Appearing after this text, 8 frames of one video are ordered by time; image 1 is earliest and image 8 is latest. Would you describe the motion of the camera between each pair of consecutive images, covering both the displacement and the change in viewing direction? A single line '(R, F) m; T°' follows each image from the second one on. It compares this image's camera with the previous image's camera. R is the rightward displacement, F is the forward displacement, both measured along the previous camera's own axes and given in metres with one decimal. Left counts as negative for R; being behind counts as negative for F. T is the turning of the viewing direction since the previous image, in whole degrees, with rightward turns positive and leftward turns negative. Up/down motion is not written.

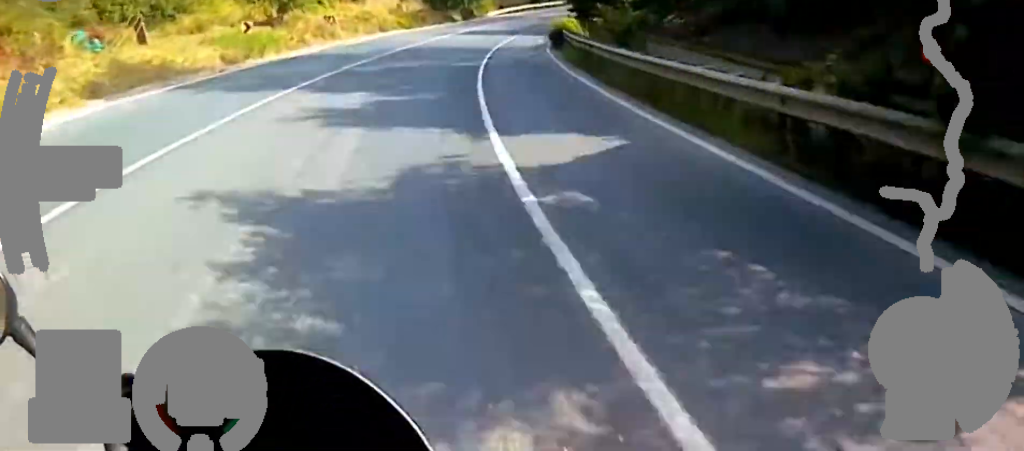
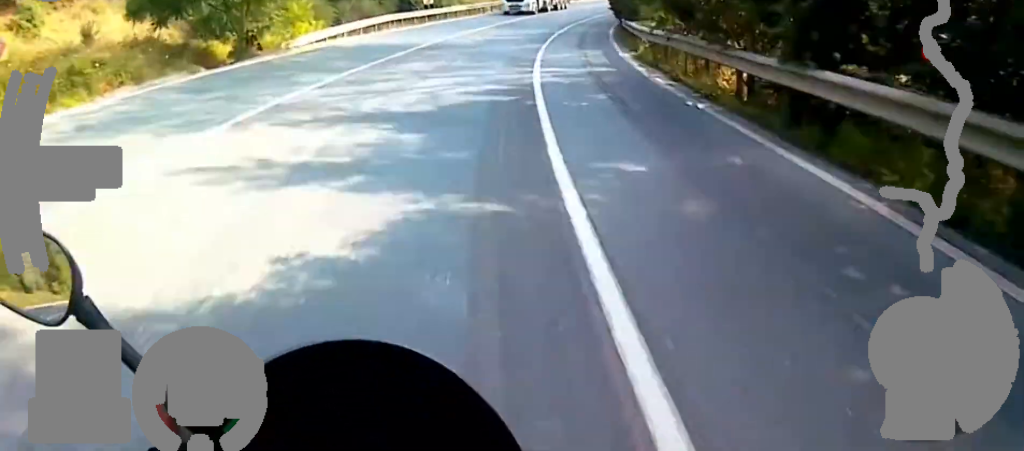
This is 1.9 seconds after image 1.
(+11.3, +46.2) m; +28°
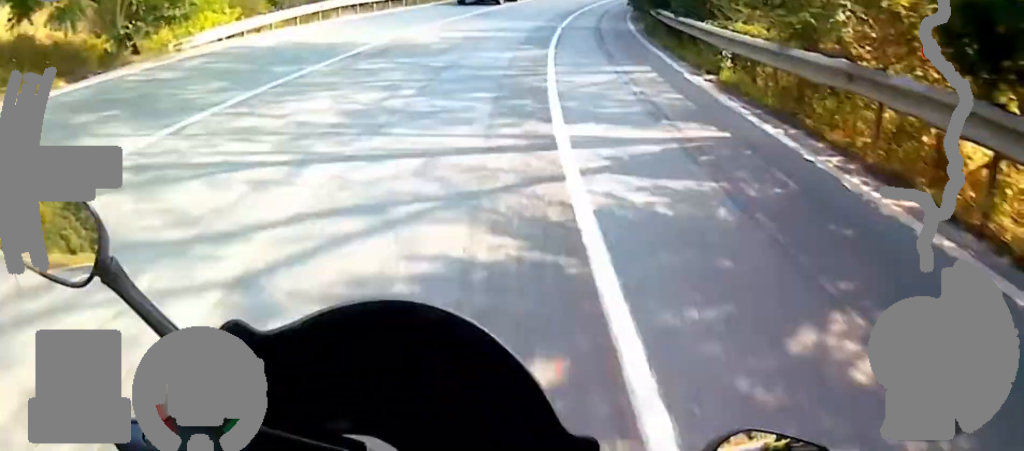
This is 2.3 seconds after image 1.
(0.0, +9.9) m; +5°
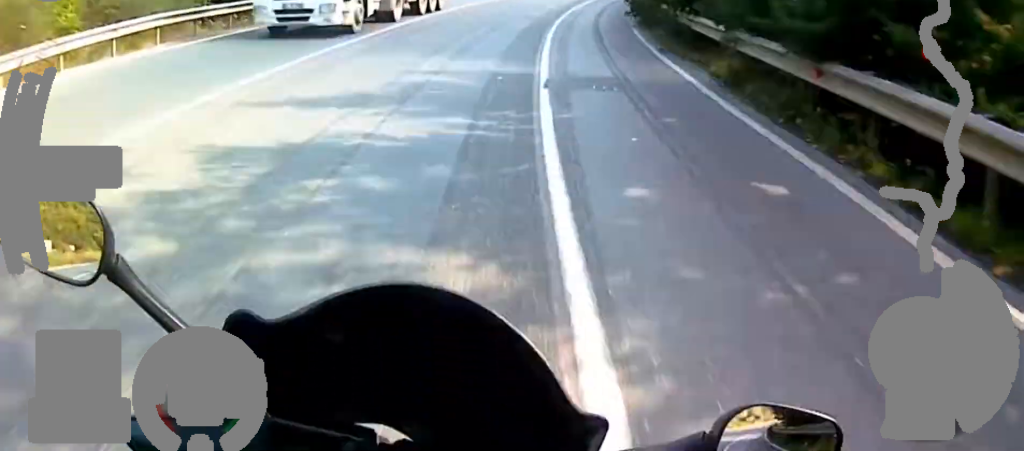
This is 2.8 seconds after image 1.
(+1.0, +12.2) m; +6°
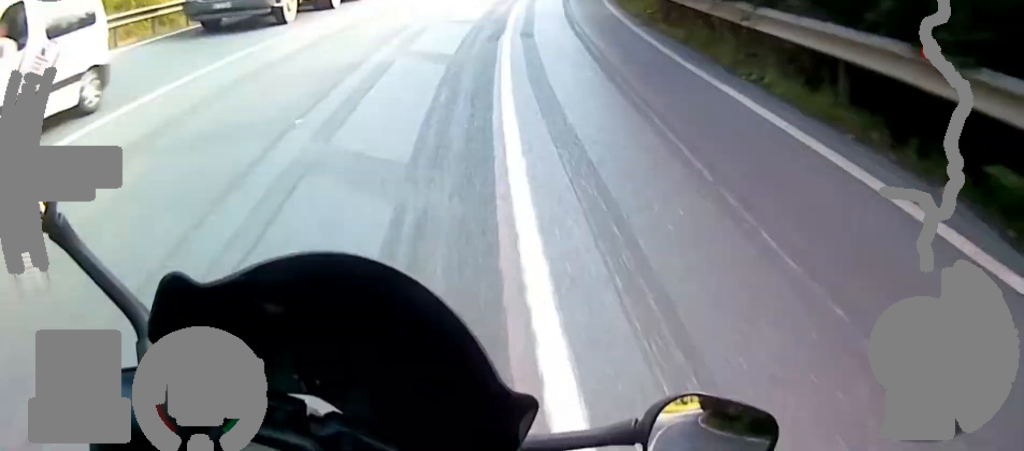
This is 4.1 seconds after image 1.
(+3.8, +30.6) m; +13°
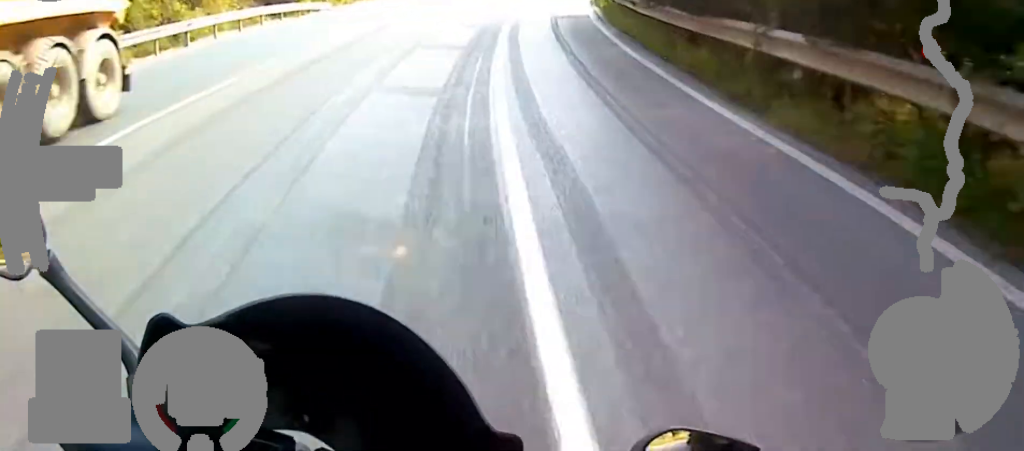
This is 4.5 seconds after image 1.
(-0.6, +11.0) m; +5°
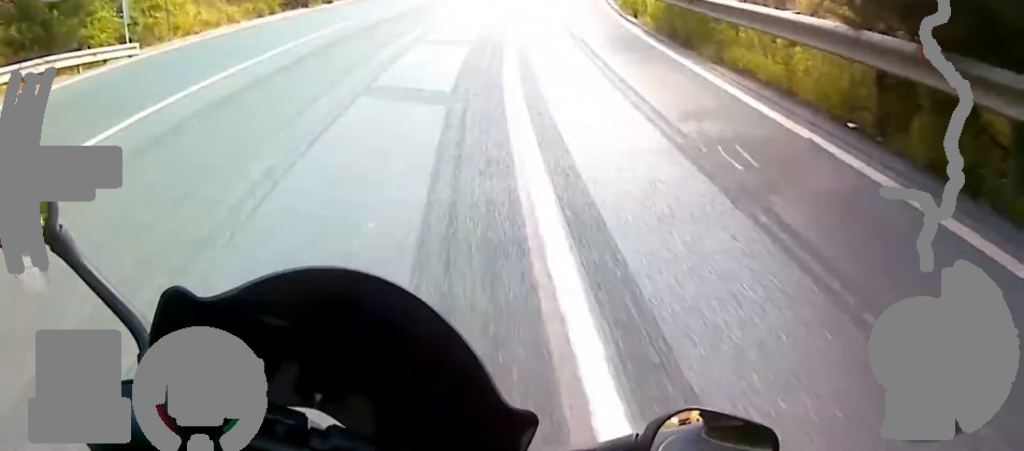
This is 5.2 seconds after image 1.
(+2.4, +17.2) m; +6°
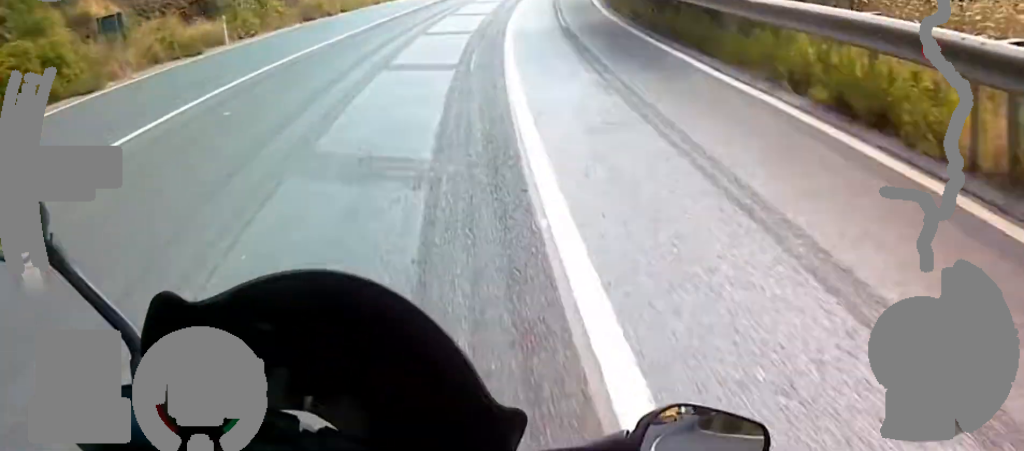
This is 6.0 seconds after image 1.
(+1.2, +22.8) m; +4°
